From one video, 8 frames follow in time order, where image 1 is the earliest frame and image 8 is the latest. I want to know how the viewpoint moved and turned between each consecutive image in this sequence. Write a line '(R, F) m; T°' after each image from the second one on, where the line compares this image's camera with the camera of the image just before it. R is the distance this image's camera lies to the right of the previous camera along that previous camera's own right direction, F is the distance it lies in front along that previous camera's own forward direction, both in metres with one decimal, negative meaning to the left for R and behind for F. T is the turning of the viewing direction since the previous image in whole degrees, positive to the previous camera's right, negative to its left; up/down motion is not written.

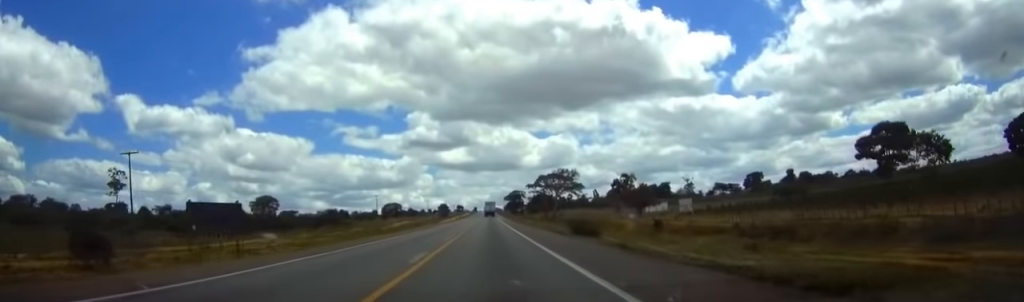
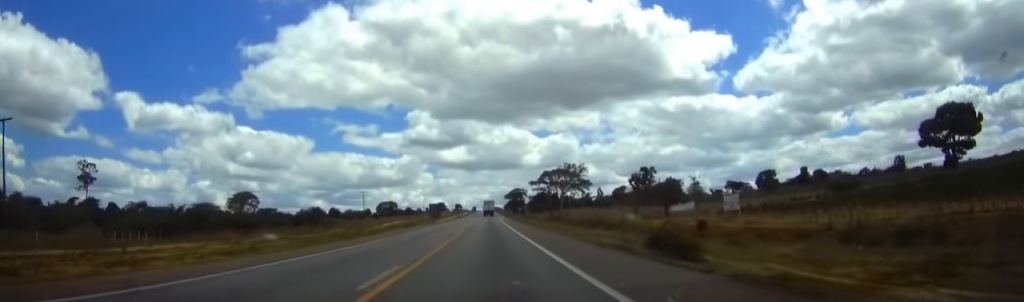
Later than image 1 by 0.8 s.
(0.0, +21.4) m; 0°
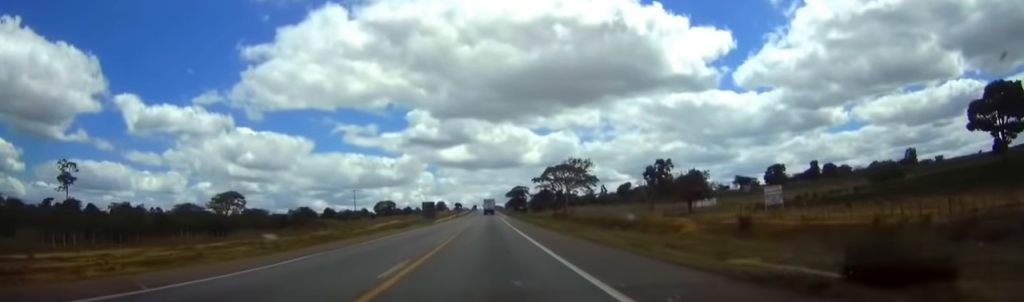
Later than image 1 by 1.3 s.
(0.0, +13.5) m; 0°
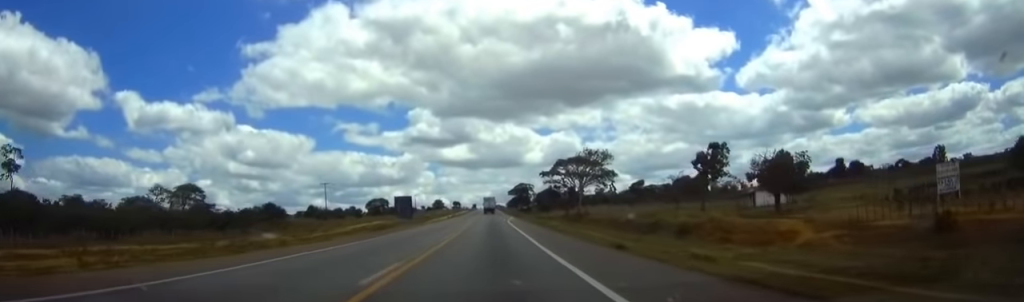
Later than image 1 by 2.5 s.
(0.0, +32.7) m; 0°
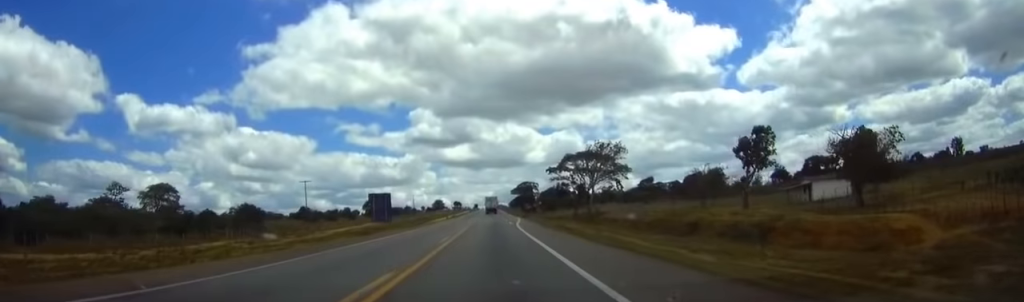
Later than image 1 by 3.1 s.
(0.0, +17.4) m; 0°
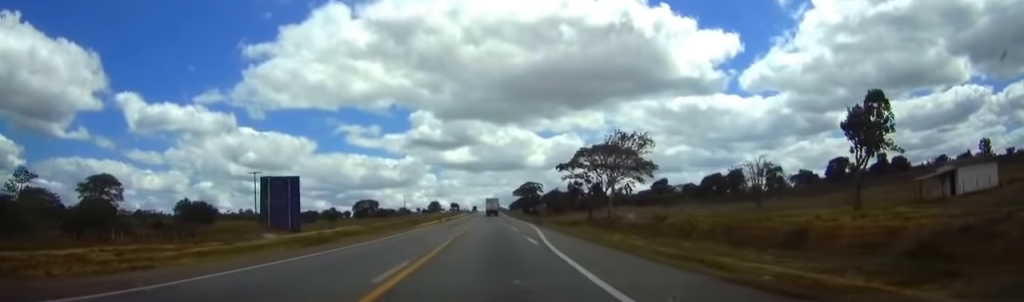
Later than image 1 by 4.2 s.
(0.0, +28.6) m; 0°
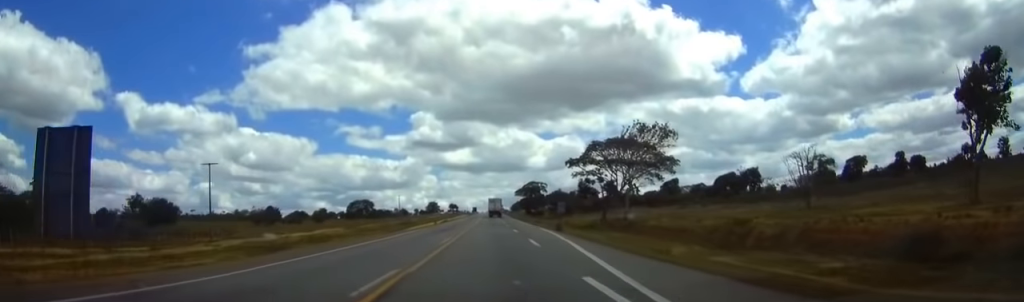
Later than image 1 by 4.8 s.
(0.0, +17.7) m; 0°
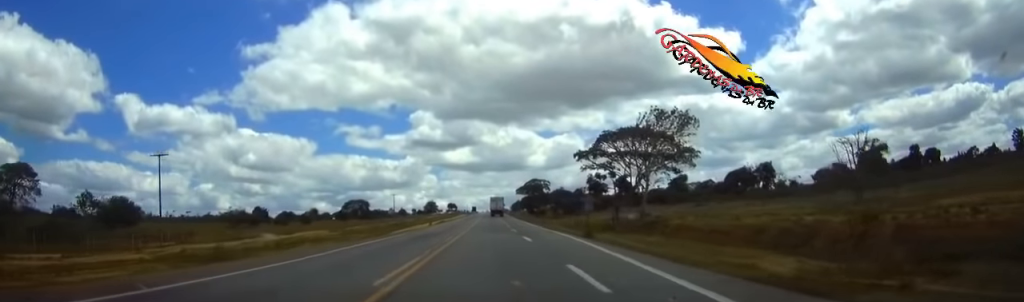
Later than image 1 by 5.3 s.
(0.0, +14.0) m; 0°
